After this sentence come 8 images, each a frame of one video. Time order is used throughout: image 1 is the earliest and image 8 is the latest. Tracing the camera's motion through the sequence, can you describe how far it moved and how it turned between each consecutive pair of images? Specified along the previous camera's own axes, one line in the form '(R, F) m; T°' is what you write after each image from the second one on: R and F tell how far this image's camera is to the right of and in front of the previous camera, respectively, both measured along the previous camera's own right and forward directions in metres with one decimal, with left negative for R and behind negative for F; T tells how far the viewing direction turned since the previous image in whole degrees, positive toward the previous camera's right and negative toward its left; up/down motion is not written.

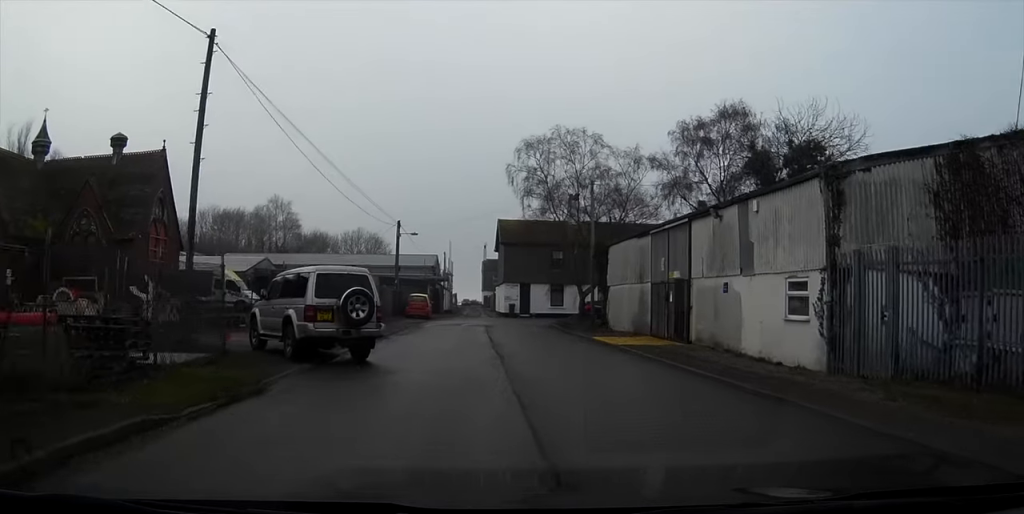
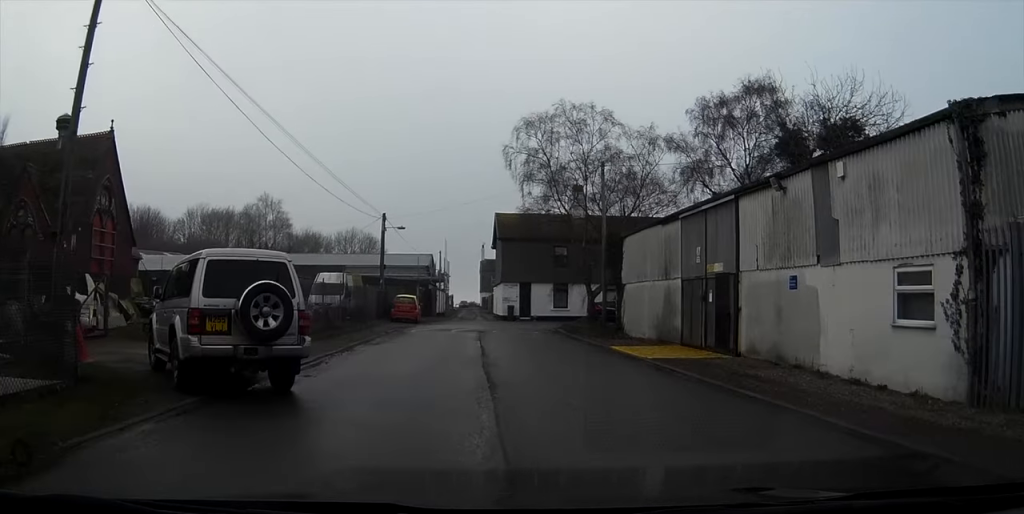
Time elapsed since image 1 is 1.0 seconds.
(-0.1, +5.3) m; -3°
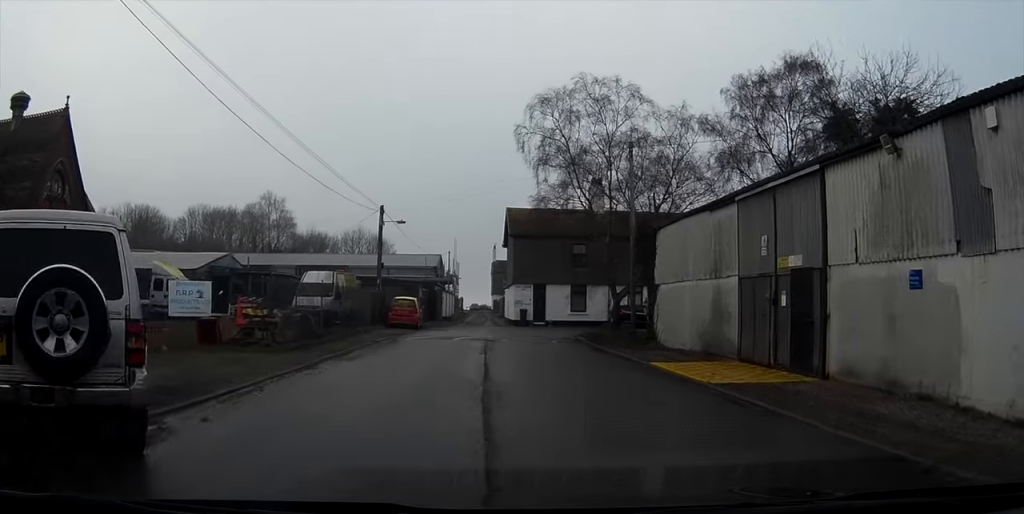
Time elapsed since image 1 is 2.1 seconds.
(-0.1, +4.9) m; -3°
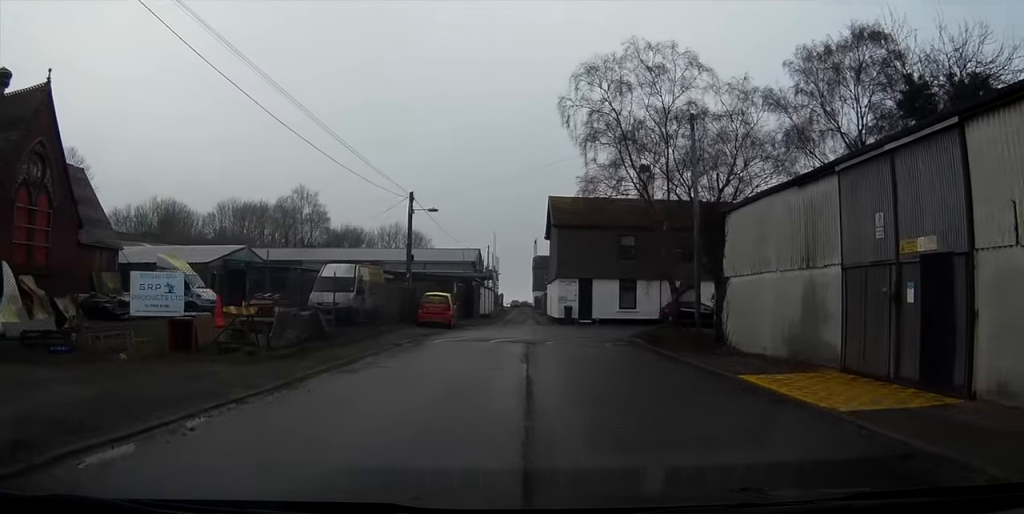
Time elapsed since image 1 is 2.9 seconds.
(-0.1, +4.1) m; -1°
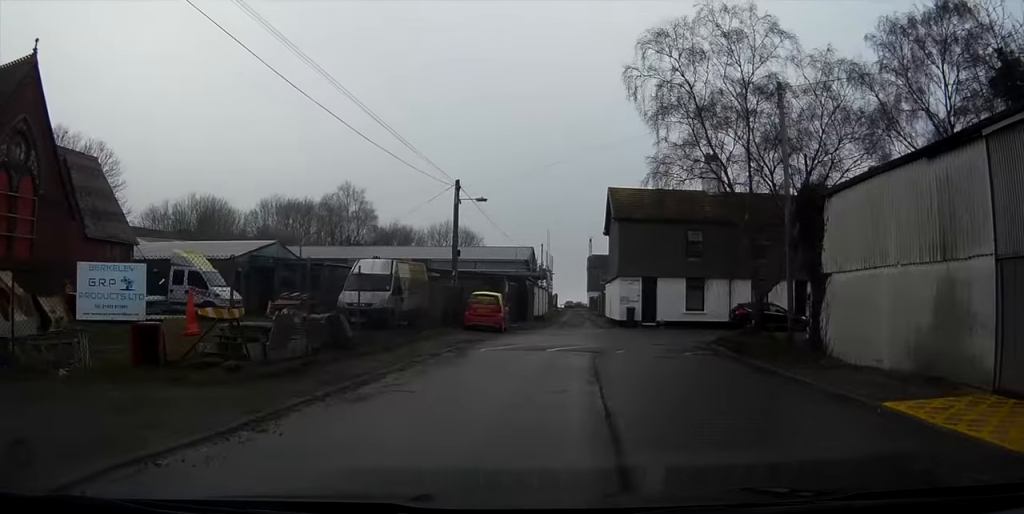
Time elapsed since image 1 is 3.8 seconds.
(-0.1, +3.6) m; -1°
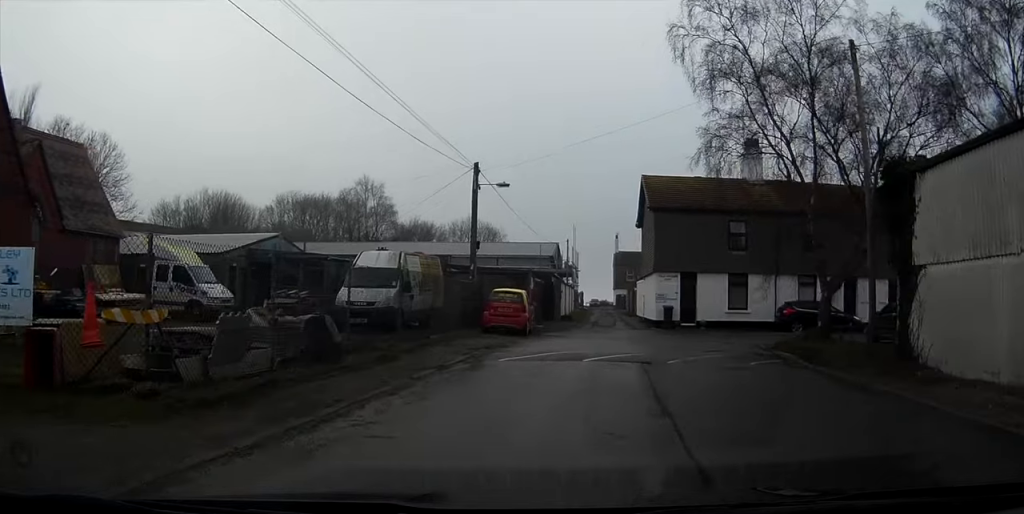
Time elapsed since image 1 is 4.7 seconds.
(0.0, +3.3) m; 0°
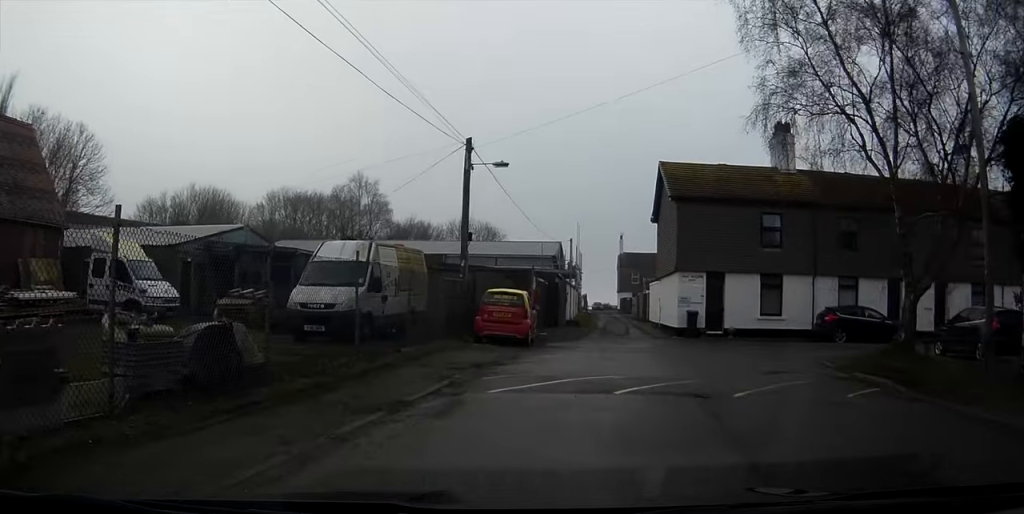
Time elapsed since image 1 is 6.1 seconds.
(0.0, +3.9) m; +1°
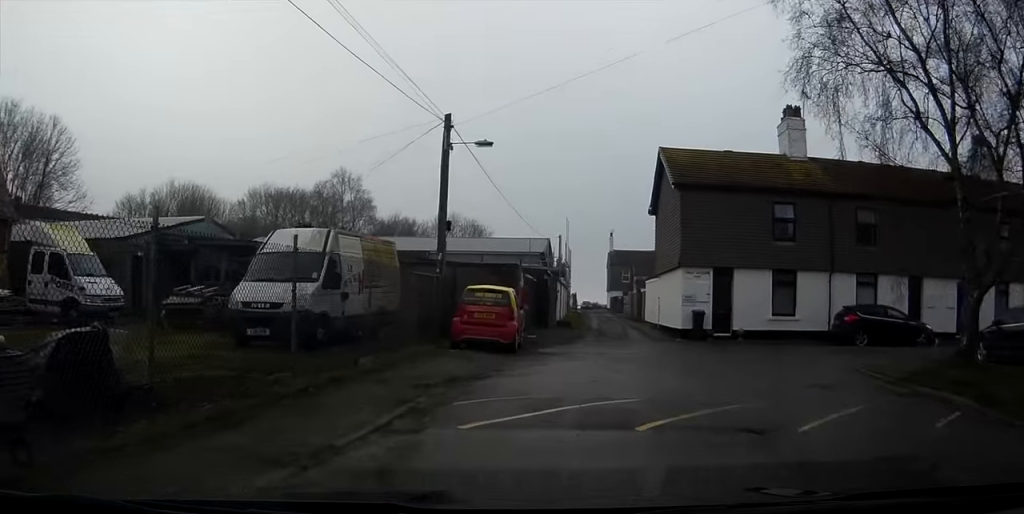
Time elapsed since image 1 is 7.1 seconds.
(0.0, +2.4) m; +1°
